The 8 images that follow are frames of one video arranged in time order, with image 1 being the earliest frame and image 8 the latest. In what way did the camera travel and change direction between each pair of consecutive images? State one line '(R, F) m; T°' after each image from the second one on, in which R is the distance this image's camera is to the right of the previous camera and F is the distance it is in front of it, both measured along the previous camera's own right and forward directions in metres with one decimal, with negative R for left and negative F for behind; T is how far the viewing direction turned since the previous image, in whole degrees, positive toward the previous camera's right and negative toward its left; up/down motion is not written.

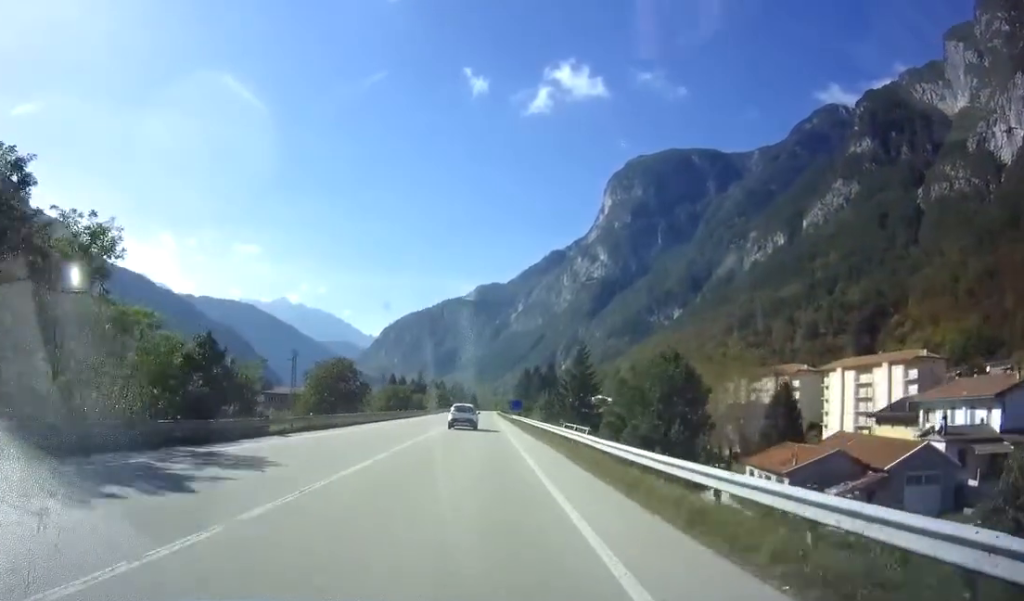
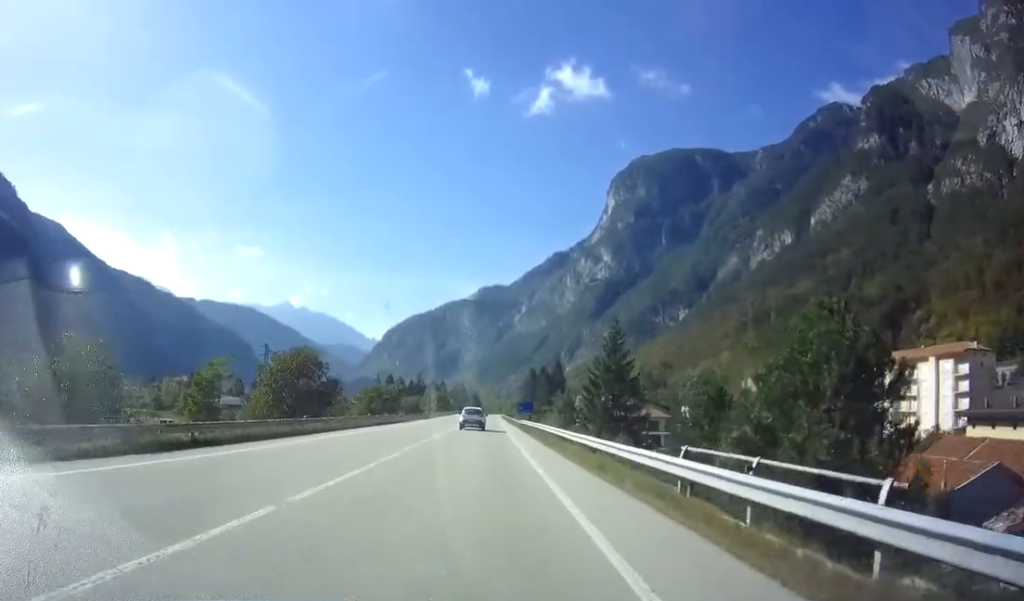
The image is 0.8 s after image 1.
(0.0, +16.3) m; 0°
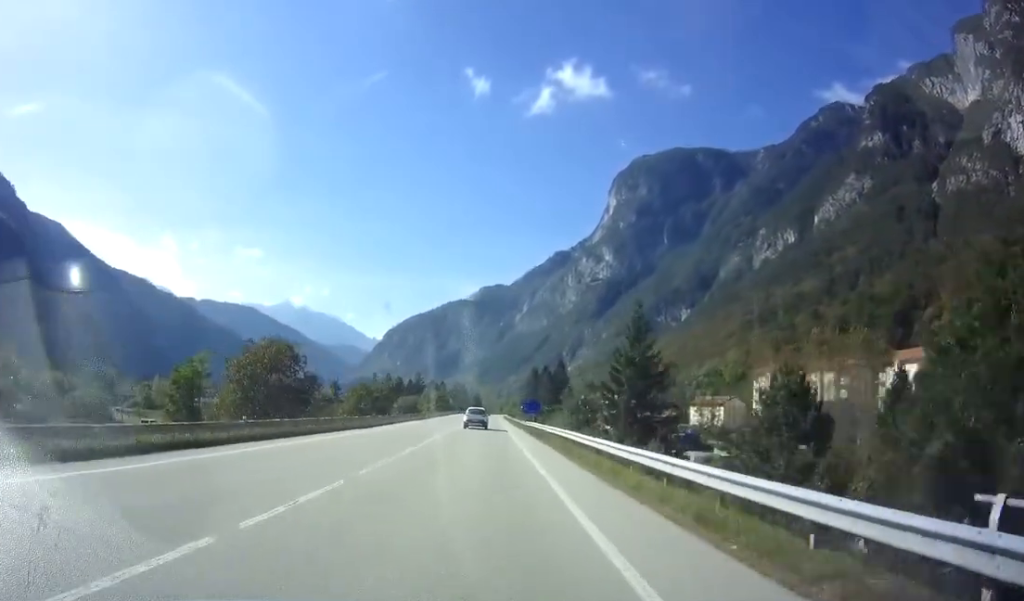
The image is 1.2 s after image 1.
(0.0, +8.1) m; 0°
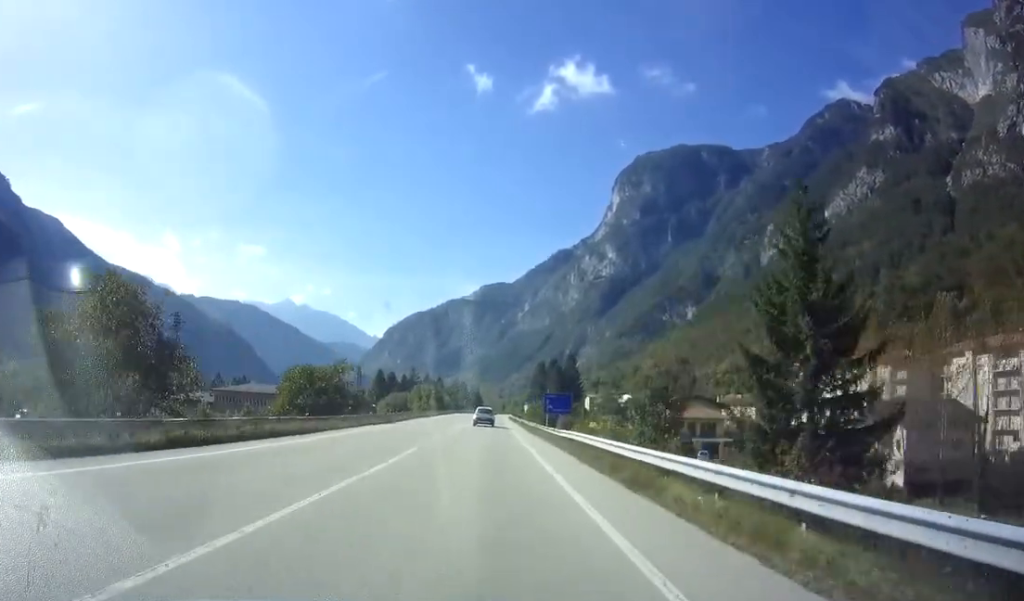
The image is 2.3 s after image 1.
(0.0, +23.2) m; +1°
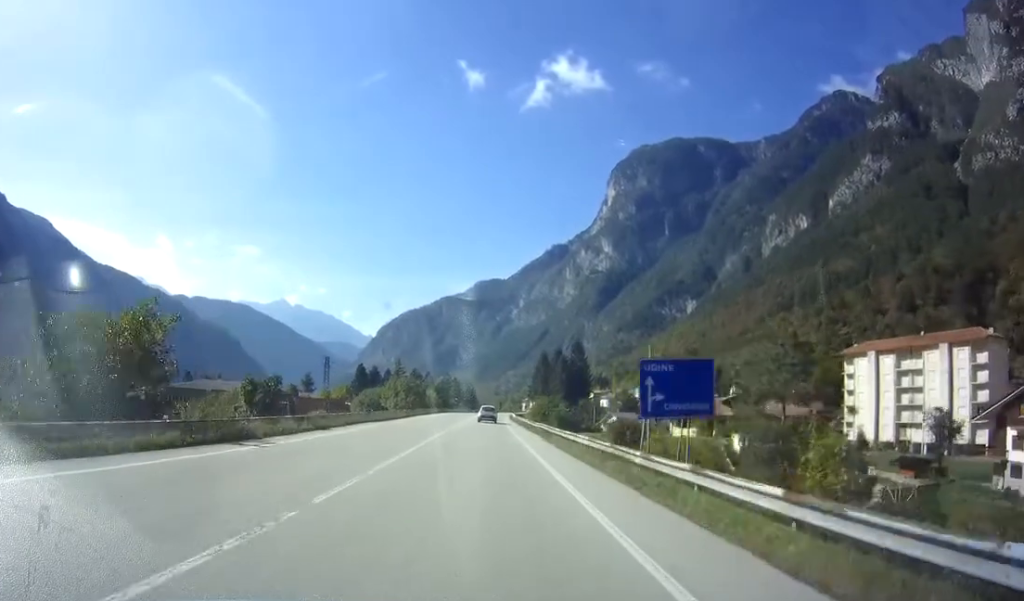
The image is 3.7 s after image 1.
(+0.3, +27.4) m; 0°
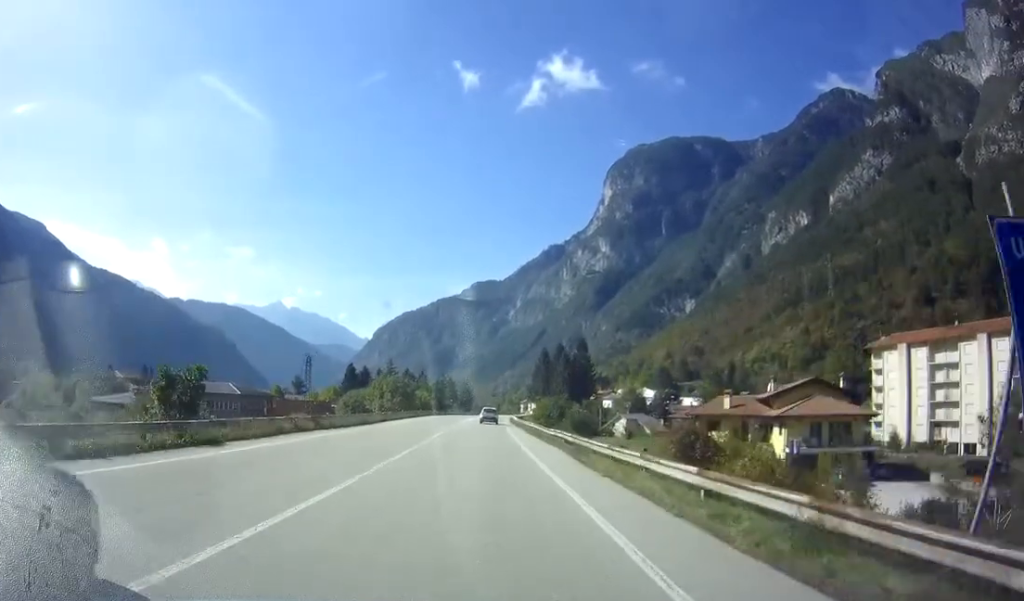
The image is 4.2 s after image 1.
(-0.2, +11.7) m; -1°
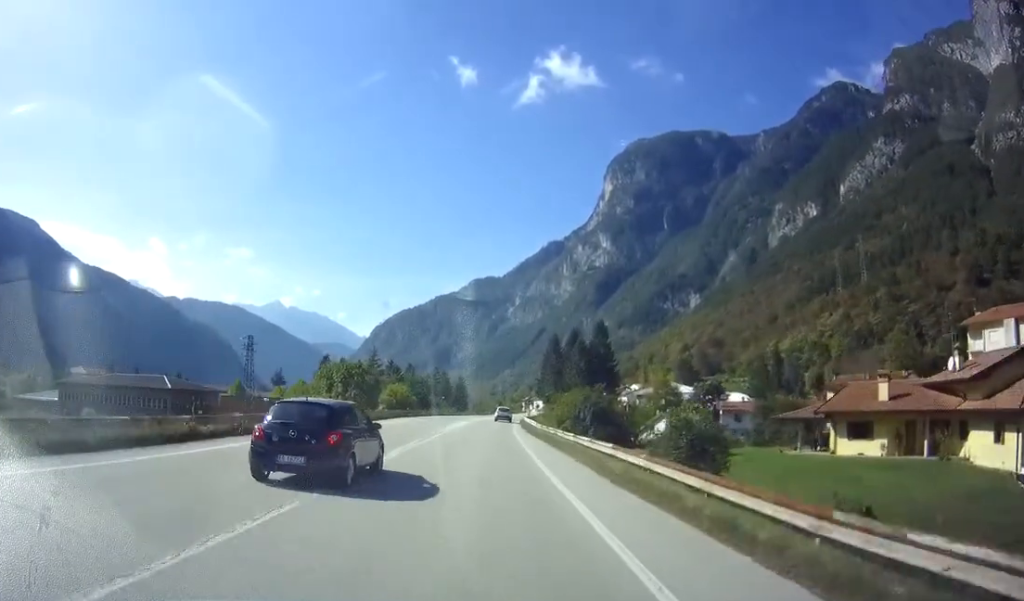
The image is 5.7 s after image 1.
(0.0, +30.2) m; 0°
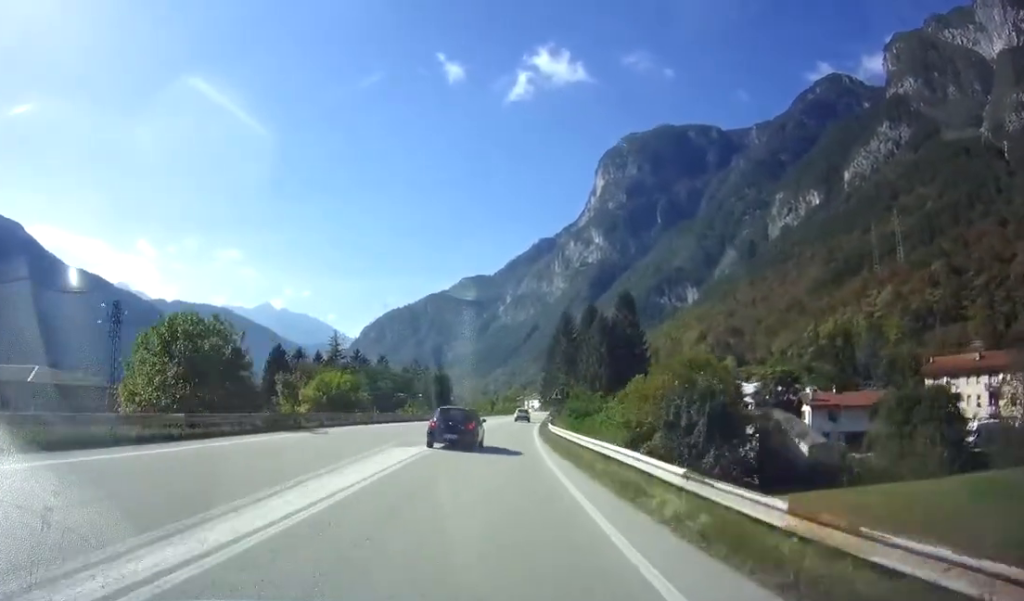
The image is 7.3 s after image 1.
(+0.6, +33.3) m; +3°
